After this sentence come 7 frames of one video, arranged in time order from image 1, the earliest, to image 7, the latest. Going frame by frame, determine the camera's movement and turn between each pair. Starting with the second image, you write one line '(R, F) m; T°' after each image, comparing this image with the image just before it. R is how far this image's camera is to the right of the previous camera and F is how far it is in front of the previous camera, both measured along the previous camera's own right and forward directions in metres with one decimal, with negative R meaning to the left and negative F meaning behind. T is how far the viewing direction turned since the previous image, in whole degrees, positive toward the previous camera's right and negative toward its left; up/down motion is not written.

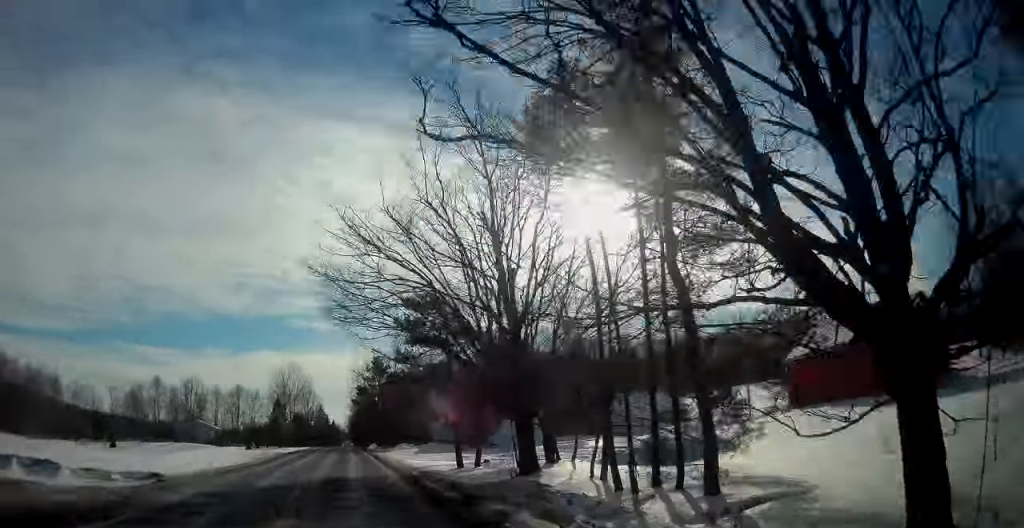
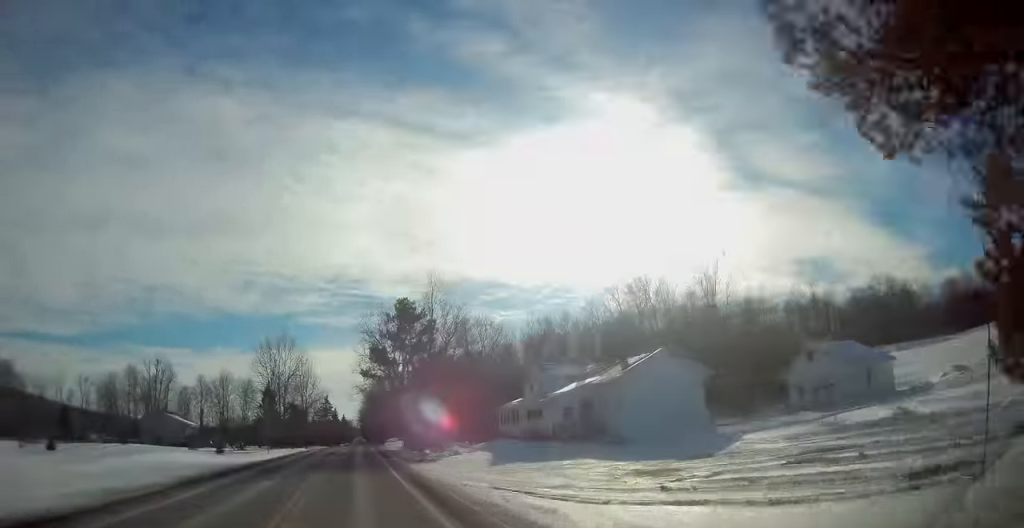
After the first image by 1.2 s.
(-0.3, +30.5) m; -1°
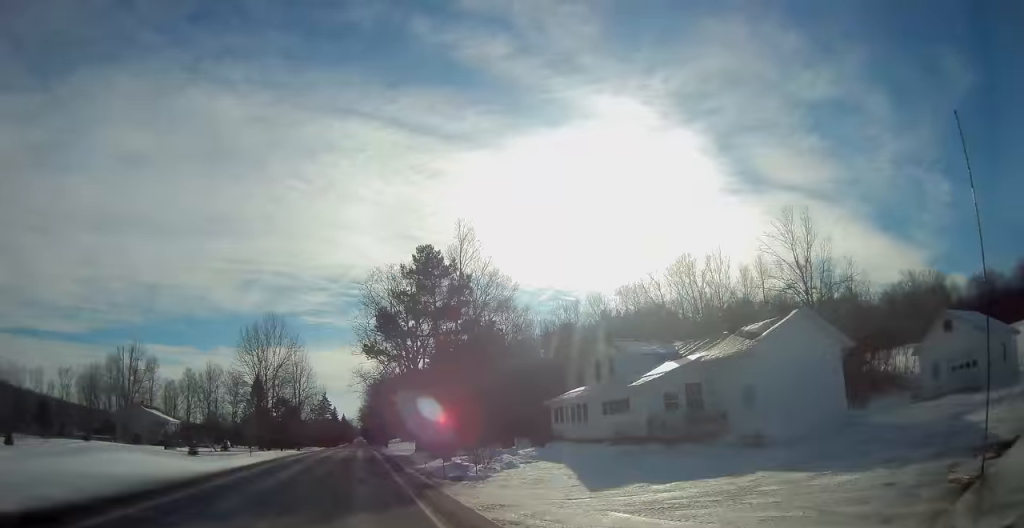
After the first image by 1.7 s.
(0.0, +13.1) m; 0°
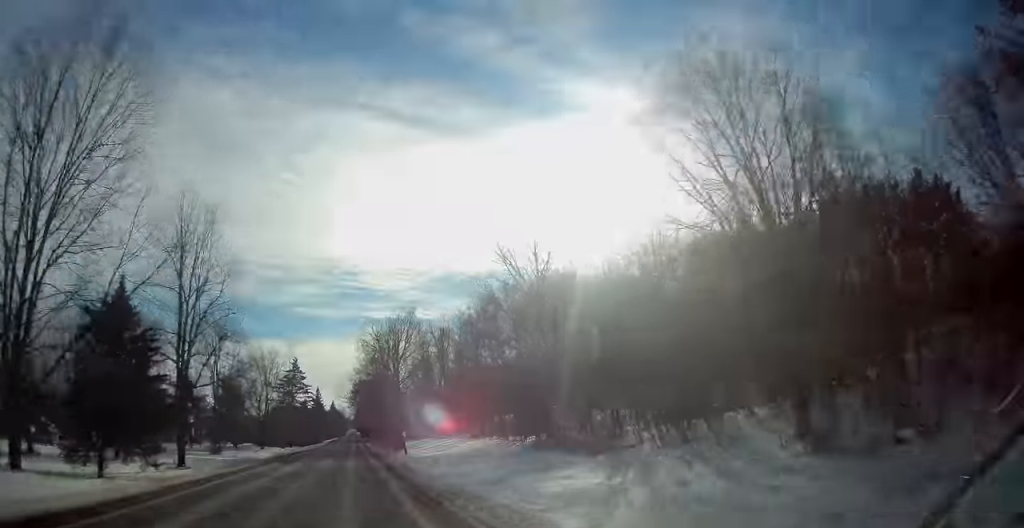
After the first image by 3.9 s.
(0.0, +57.6) m; 0°
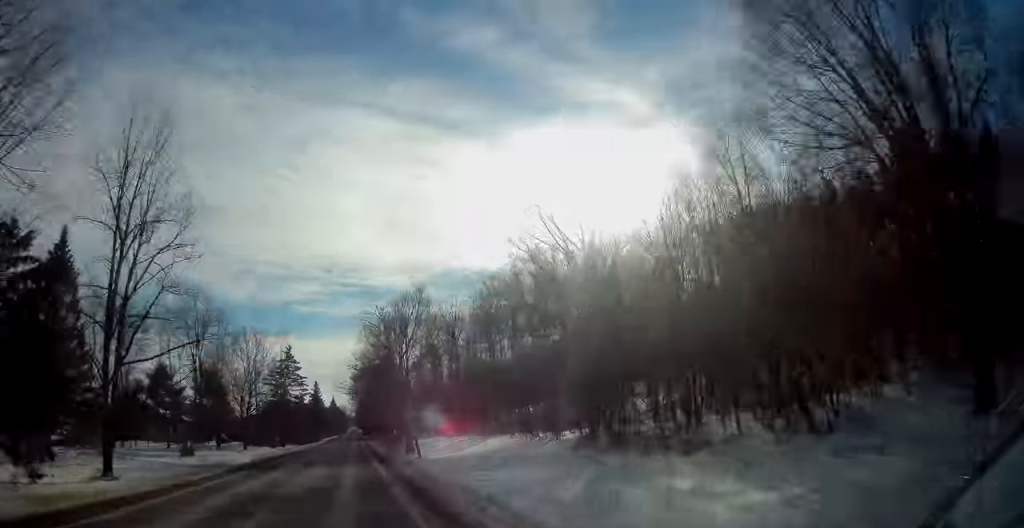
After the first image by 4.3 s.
(0.0, +10.5) m; 0°
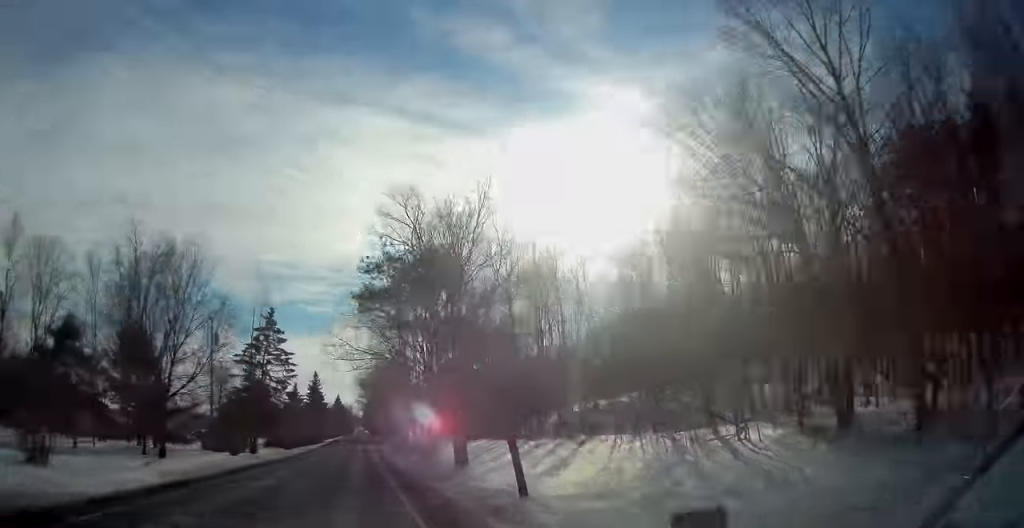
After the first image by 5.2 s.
(0.0, +25.2) m; 0°
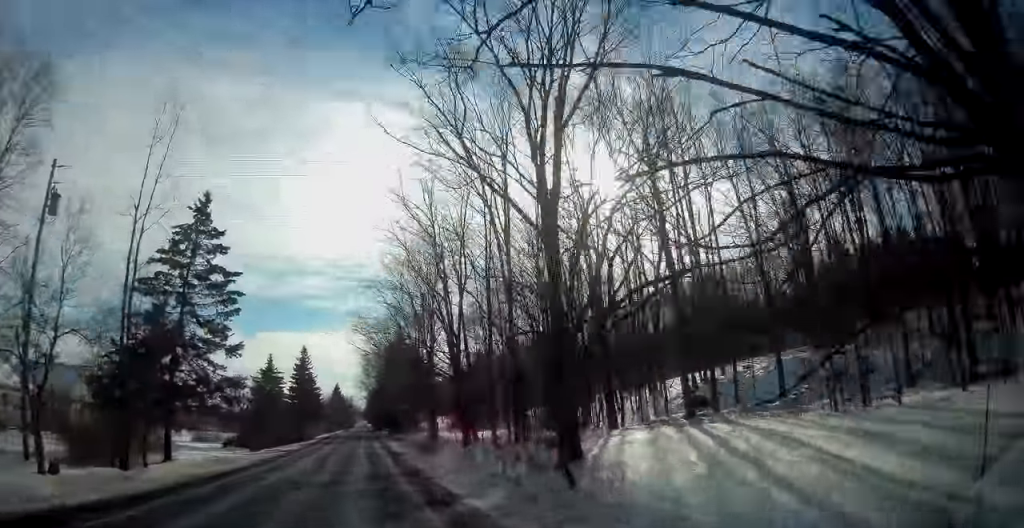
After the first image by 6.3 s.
(0.0, +28.5) m; 0°
